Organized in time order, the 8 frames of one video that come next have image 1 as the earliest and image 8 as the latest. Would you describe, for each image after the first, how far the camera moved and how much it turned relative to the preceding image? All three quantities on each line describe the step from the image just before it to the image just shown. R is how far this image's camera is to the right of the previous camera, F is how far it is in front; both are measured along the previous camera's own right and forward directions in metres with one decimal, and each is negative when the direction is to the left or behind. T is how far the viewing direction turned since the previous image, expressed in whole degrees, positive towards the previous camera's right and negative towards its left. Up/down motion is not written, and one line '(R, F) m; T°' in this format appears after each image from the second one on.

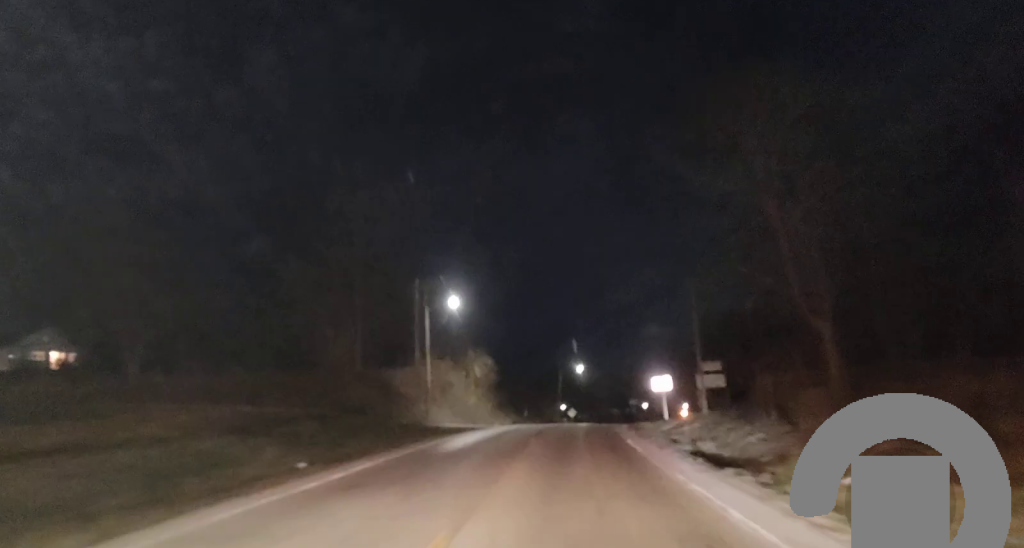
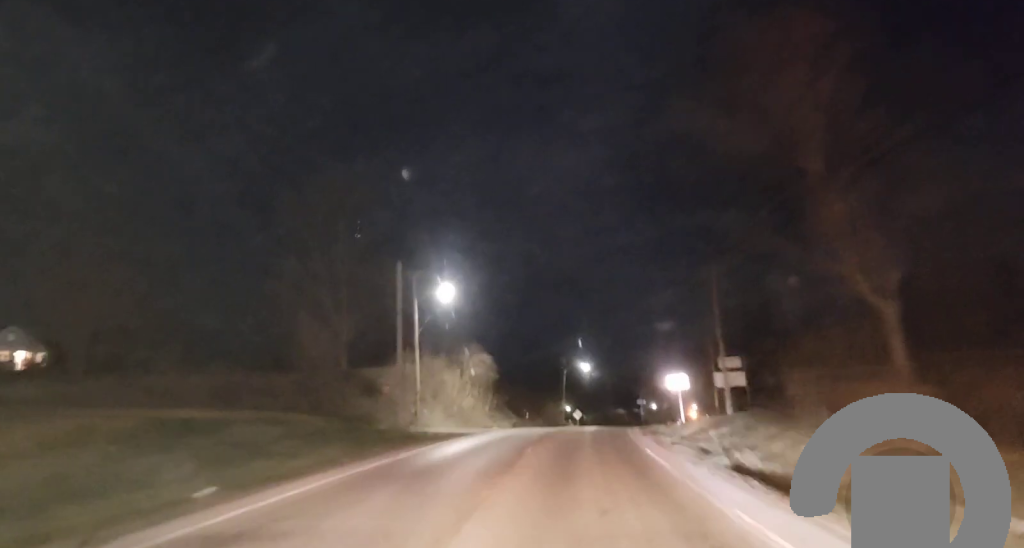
(+0.1, +6.2) m; +2°
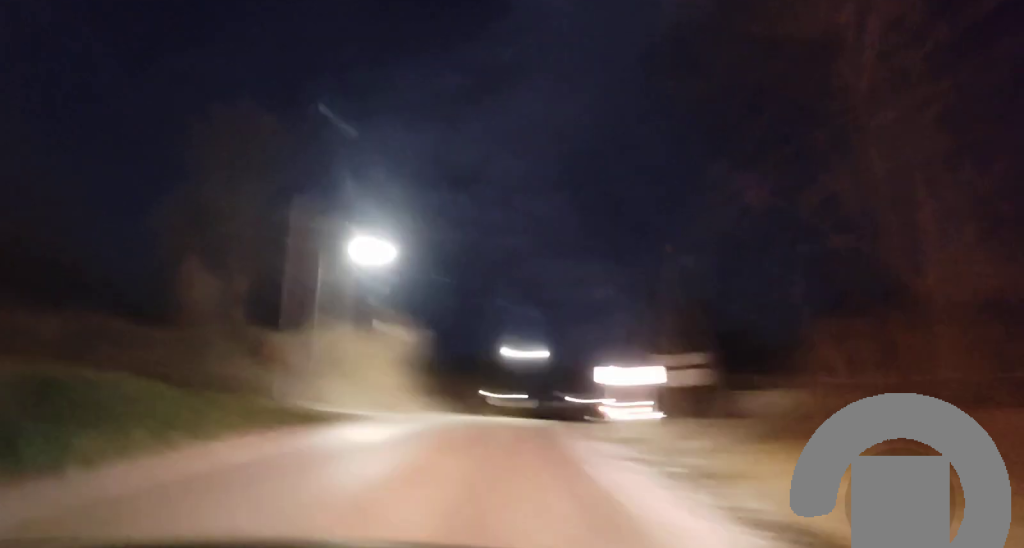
(+0.1, +10.2) m; +3°
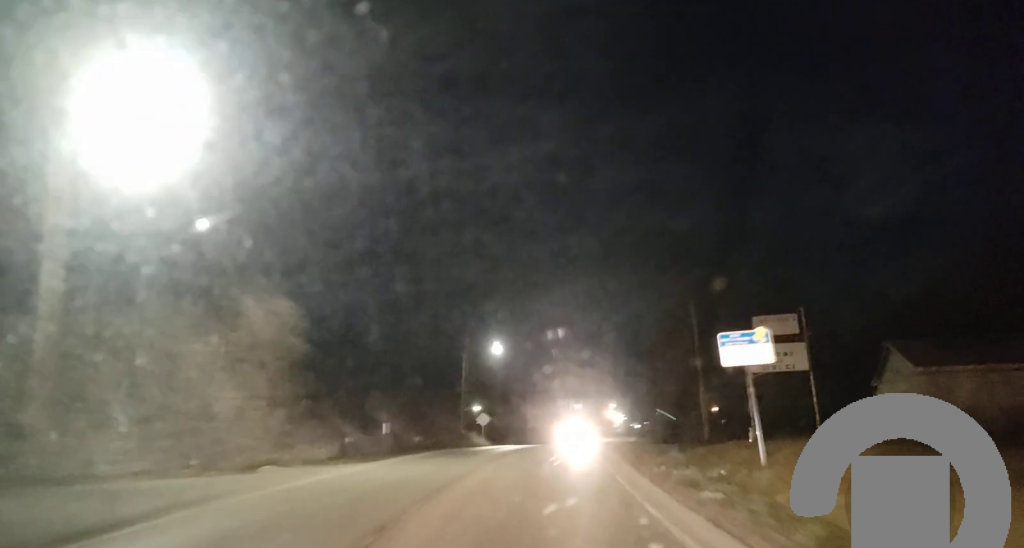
(-0.5, +29.7) m; -1°
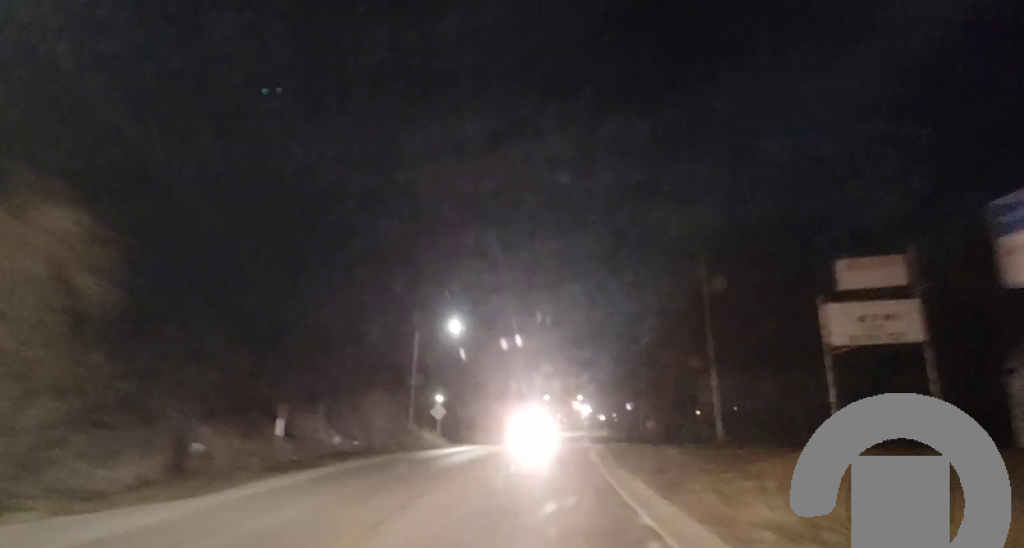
(+0.5, +13.9) m; +4°
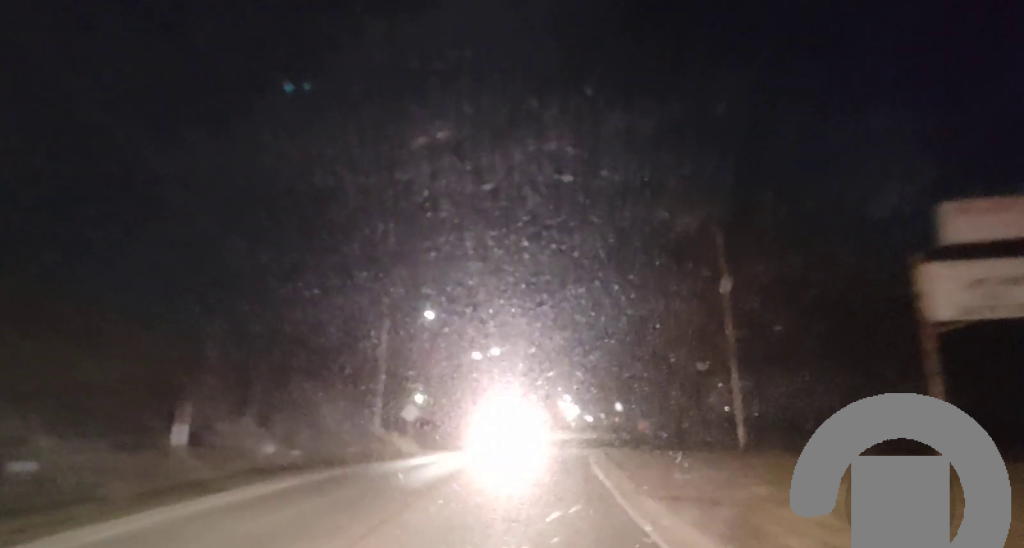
(+0.2, +7.4) m; +1°
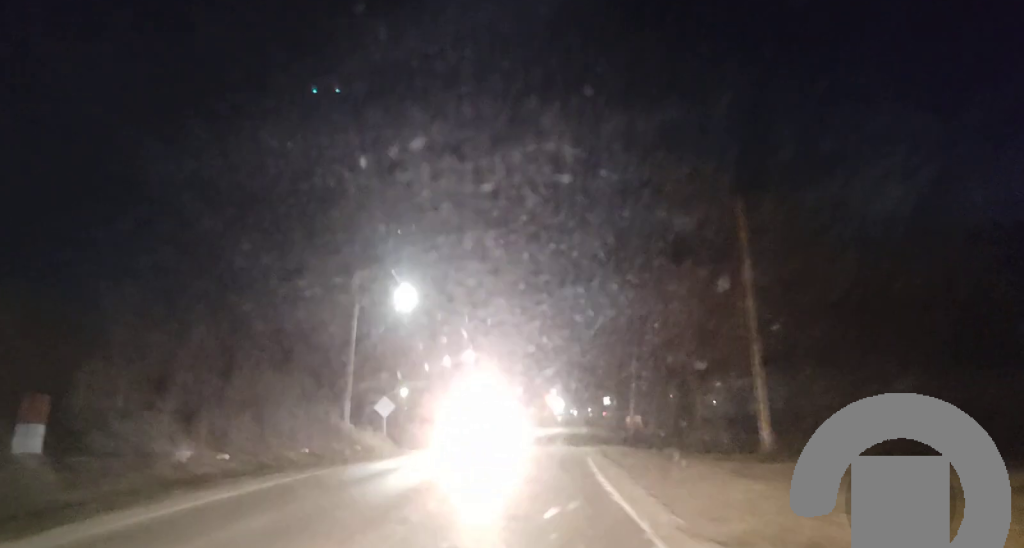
(+0.1, +6.7) m; 0°
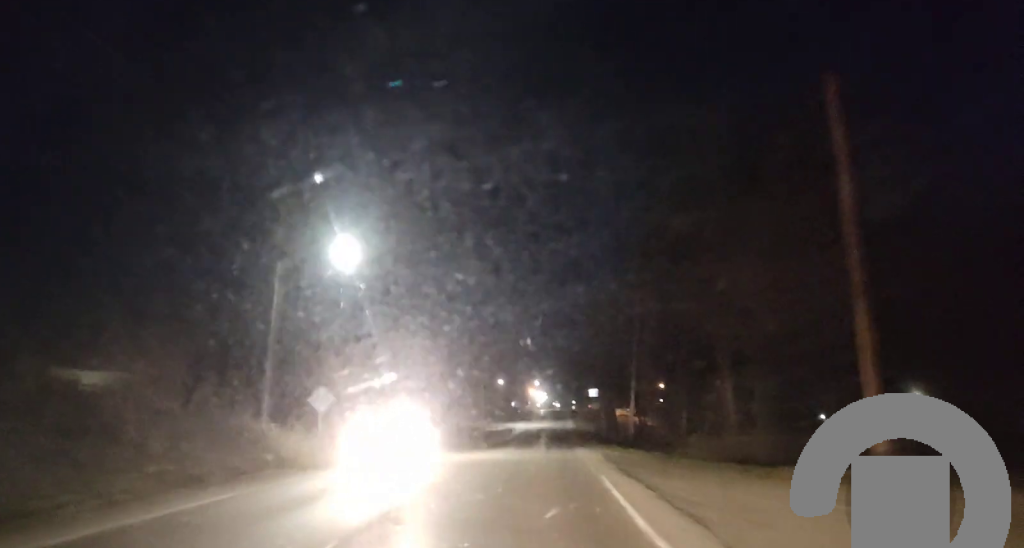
(-0.1, +11.0) m; 0°
